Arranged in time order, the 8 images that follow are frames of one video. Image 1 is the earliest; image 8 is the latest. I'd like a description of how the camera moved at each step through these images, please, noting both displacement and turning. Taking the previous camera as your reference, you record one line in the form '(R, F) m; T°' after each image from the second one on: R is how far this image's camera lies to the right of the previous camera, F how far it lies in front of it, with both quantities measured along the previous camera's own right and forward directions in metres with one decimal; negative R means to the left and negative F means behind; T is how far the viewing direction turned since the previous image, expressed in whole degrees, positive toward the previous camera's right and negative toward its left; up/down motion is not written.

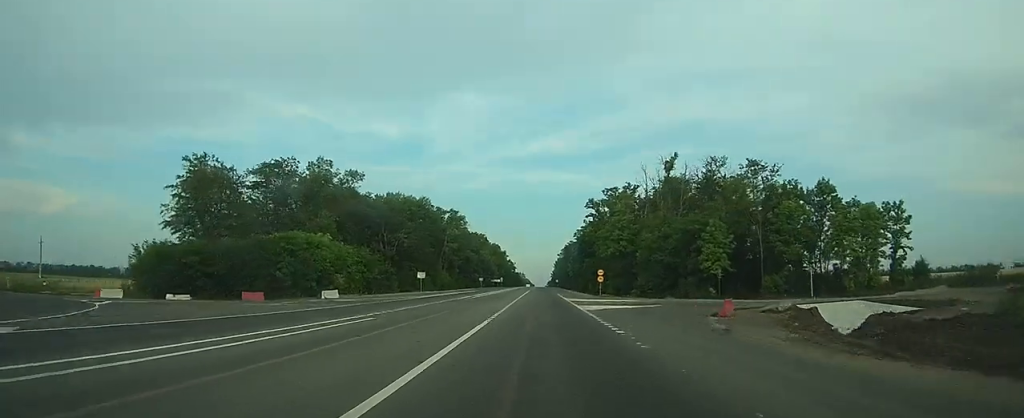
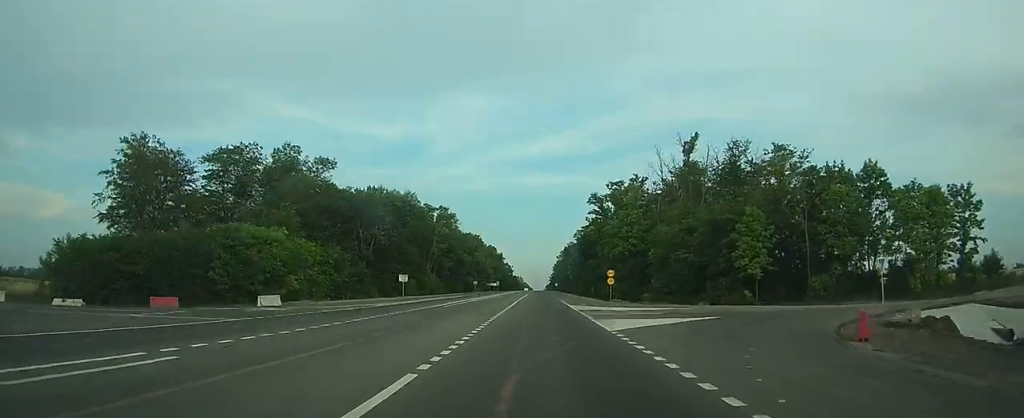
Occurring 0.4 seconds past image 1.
(0.0, +11.7) m; 0°
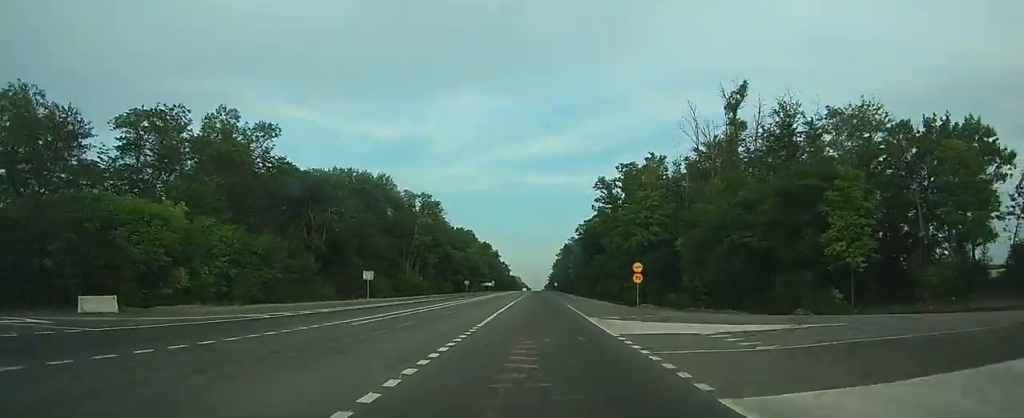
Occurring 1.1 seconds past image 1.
(0.0, +16.8) m; 0°
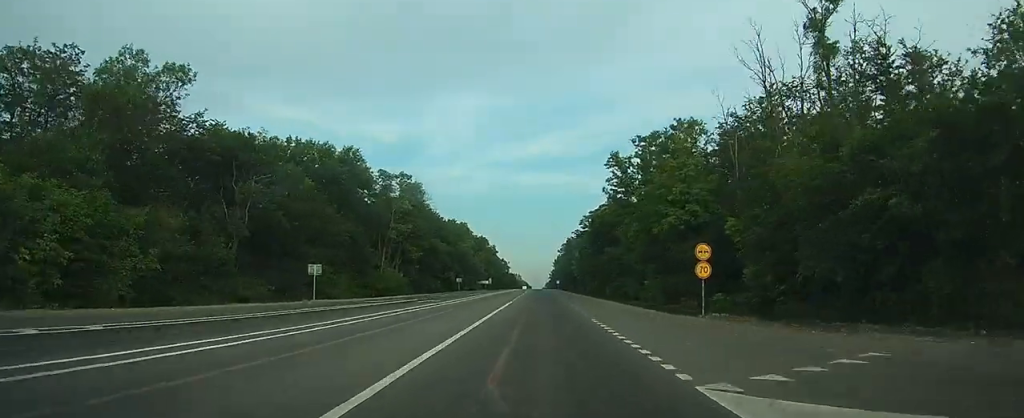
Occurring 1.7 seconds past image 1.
(0.0, +16.3) m; 0°
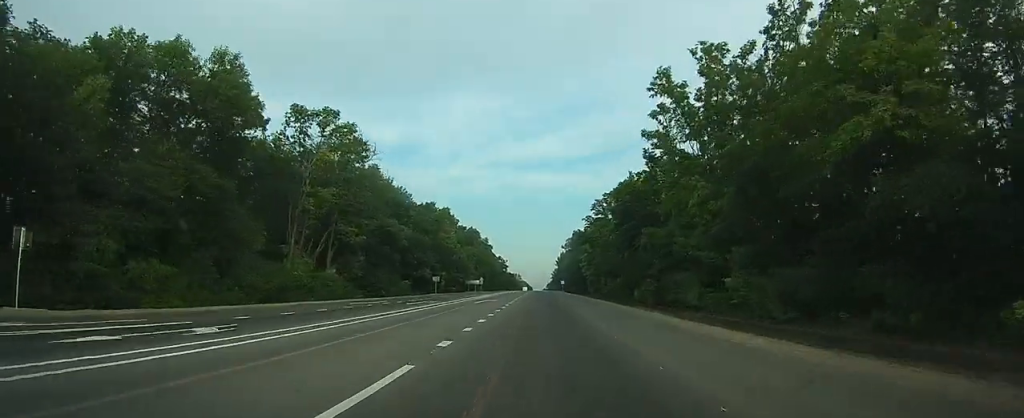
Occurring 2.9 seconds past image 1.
(0.0, +30.7) m; 0°
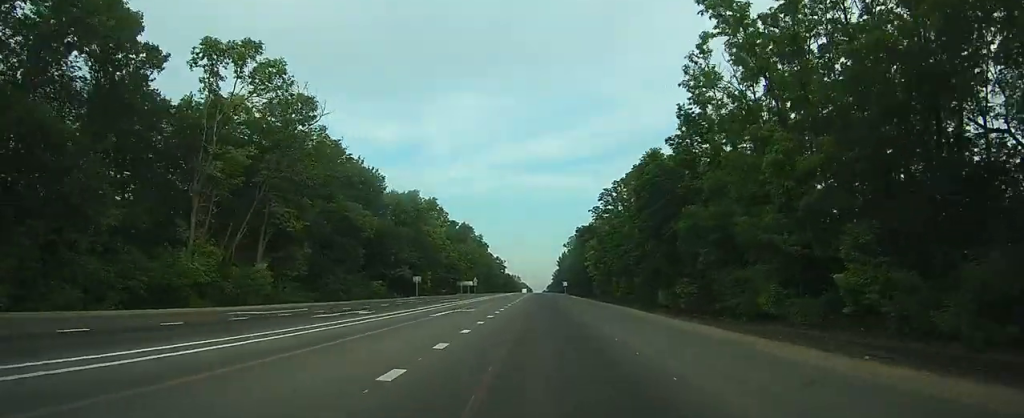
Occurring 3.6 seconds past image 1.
(0.0, +15.1) m; 0°
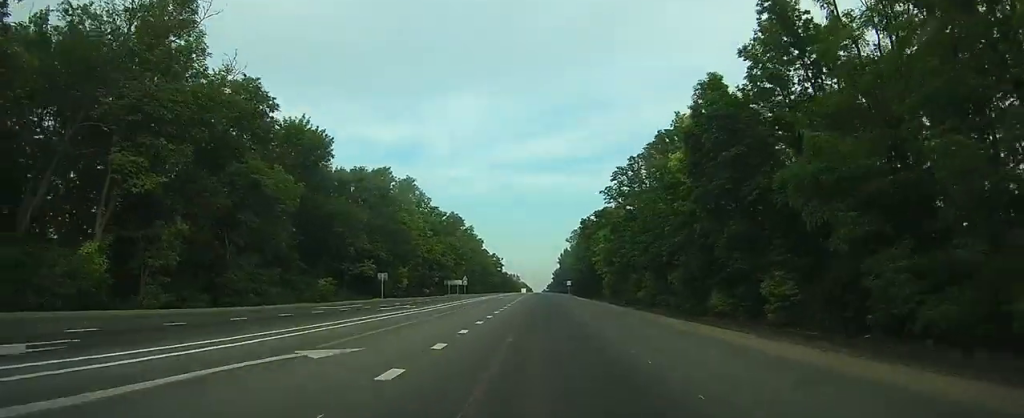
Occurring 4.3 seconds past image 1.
(0.0, +18.0) m; 0°
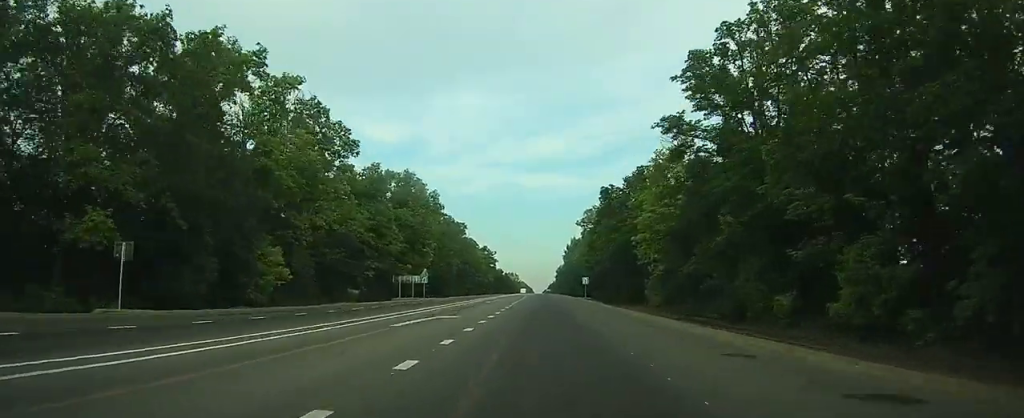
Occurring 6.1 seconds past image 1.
(0.0, +40.7) m; 0°
